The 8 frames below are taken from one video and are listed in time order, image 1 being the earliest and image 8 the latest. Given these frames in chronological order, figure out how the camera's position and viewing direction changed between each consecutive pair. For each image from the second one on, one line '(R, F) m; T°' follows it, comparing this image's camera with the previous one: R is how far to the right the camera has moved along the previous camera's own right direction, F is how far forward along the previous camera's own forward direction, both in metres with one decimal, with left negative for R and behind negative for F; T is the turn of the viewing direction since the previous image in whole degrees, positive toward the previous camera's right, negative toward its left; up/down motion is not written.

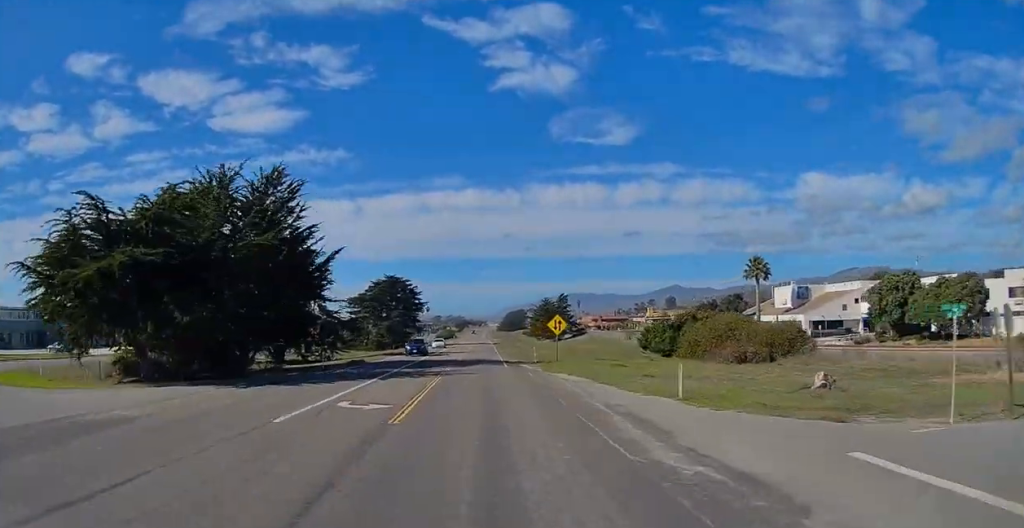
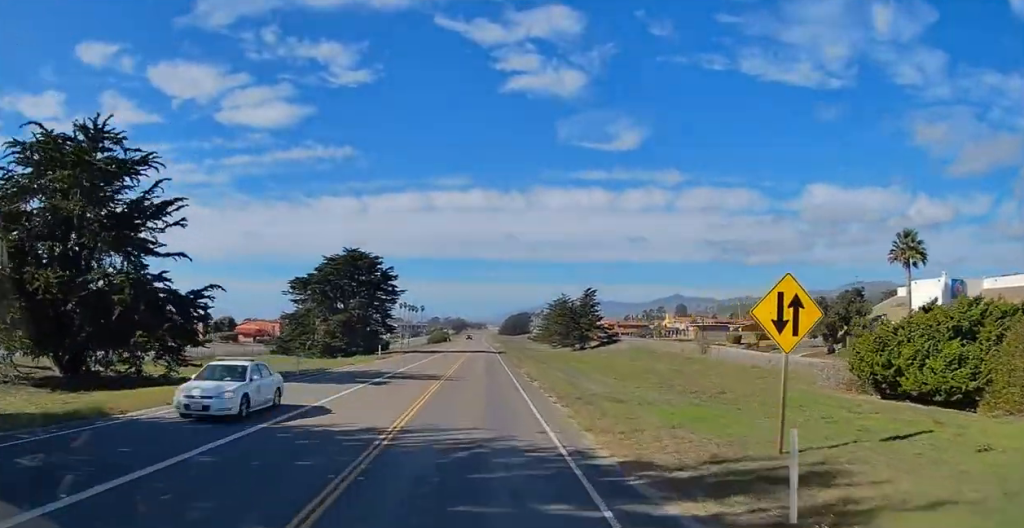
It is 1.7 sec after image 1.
(-0.5, +41.7) m; -1°
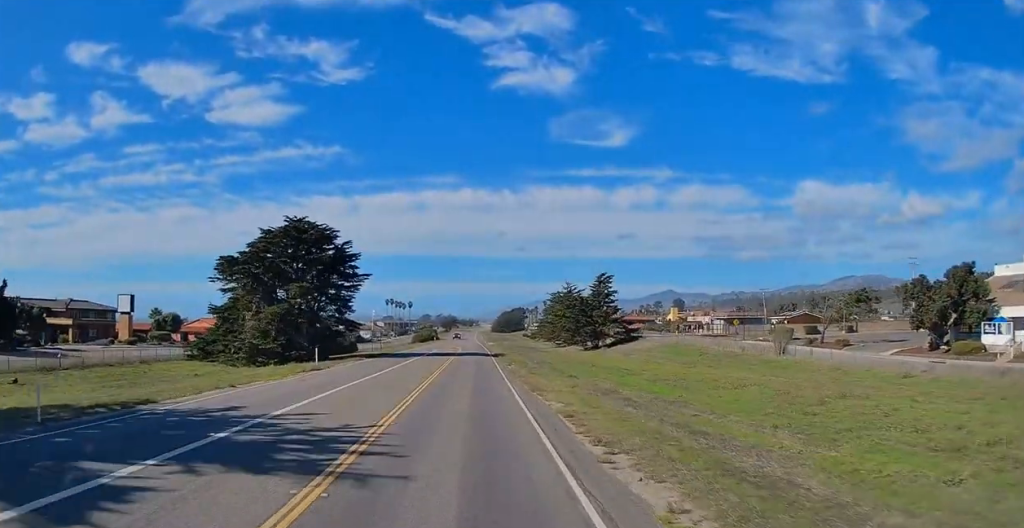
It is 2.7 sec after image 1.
(-0.2, +23.8) m; 0°
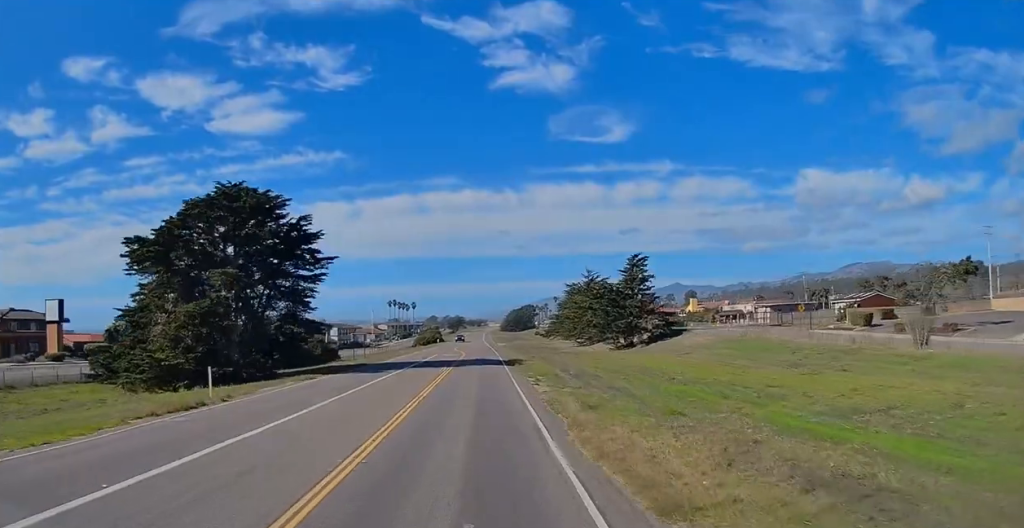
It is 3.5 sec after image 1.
(-0.2, +18.9) m; 0°
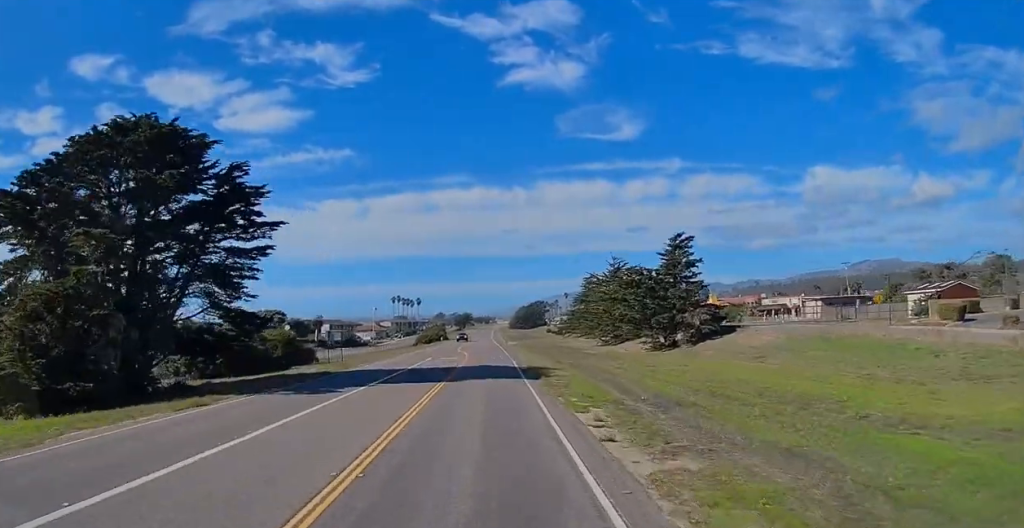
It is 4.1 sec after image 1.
(+0.2, +15.5) m; +1°
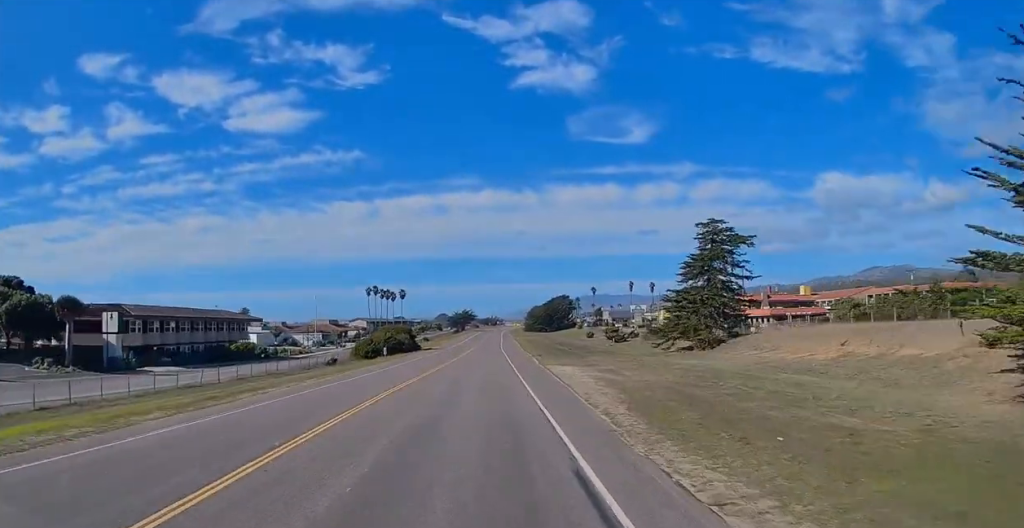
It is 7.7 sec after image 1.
(0.0, +85.6) m; -1°
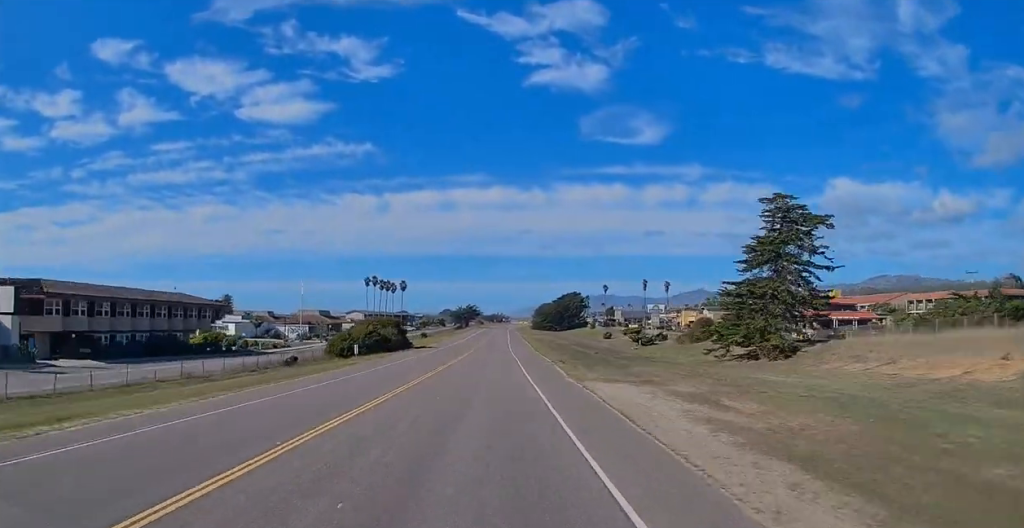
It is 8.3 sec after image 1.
(+0.2, +15.7) m; 0°
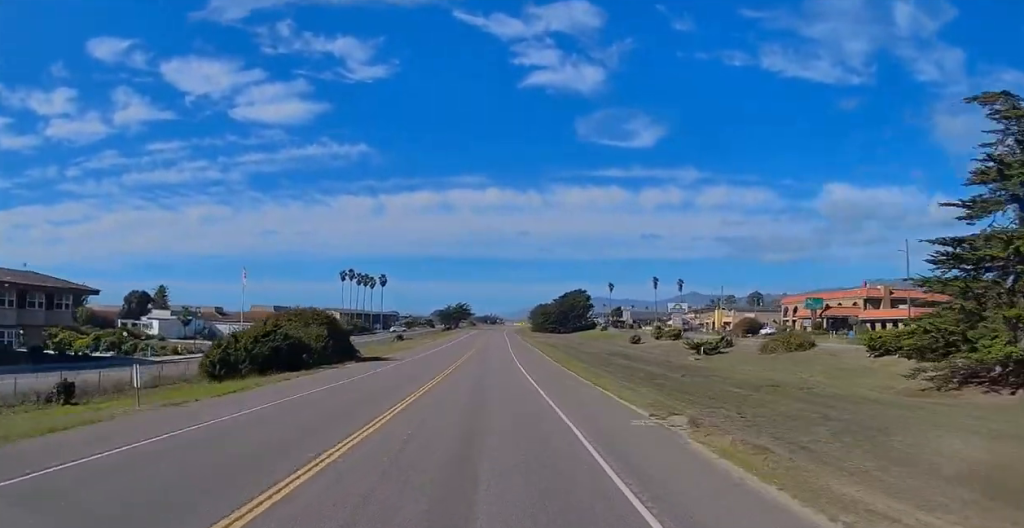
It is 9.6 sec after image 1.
(-0.4, +28.9) m; 0°
